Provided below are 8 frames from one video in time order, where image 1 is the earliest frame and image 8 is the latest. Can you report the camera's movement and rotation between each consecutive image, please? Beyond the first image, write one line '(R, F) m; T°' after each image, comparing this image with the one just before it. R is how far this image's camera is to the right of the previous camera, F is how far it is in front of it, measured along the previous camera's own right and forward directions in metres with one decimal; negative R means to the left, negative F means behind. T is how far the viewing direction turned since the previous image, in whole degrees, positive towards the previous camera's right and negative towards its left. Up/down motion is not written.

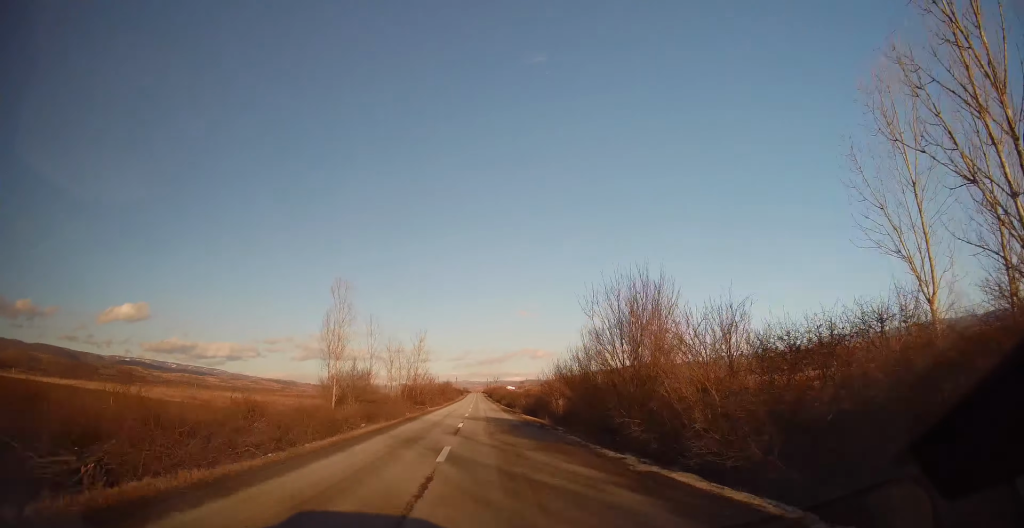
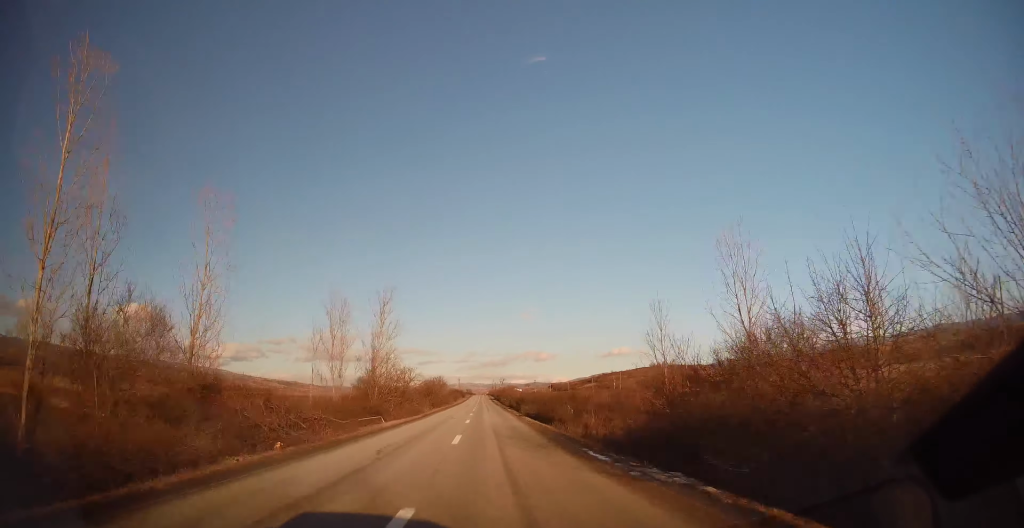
(0.0, +31.0) m; 0°
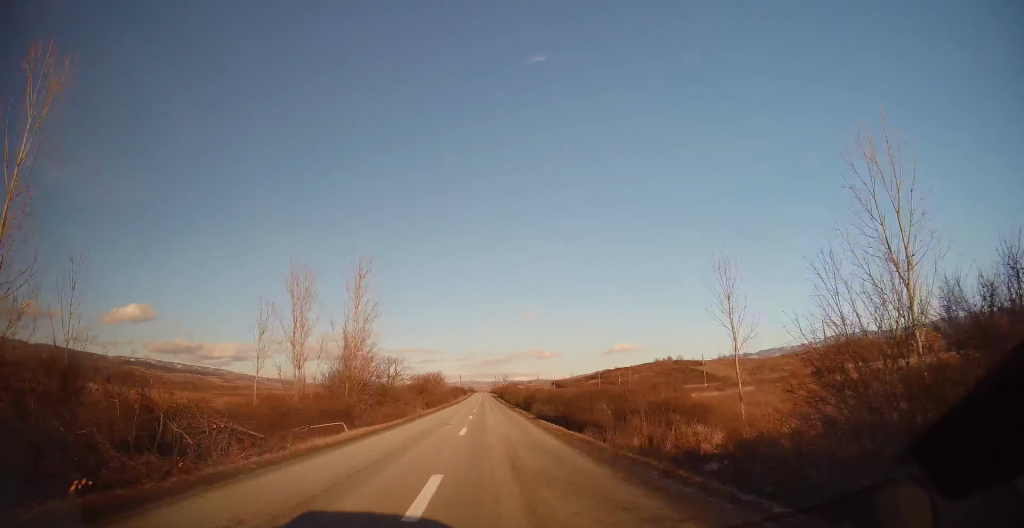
(0.0, +9.3) m; 0°
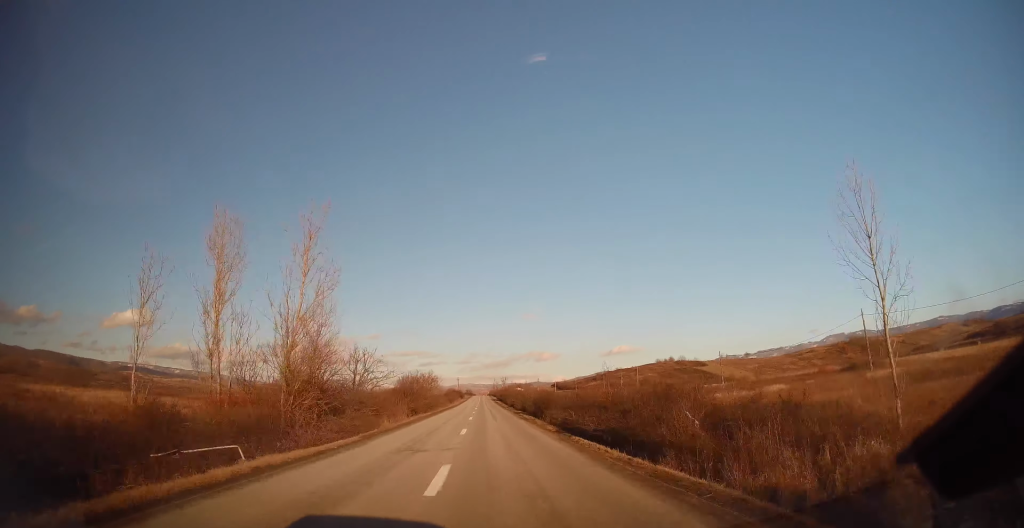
(-0.2, +10.1) m; 0°
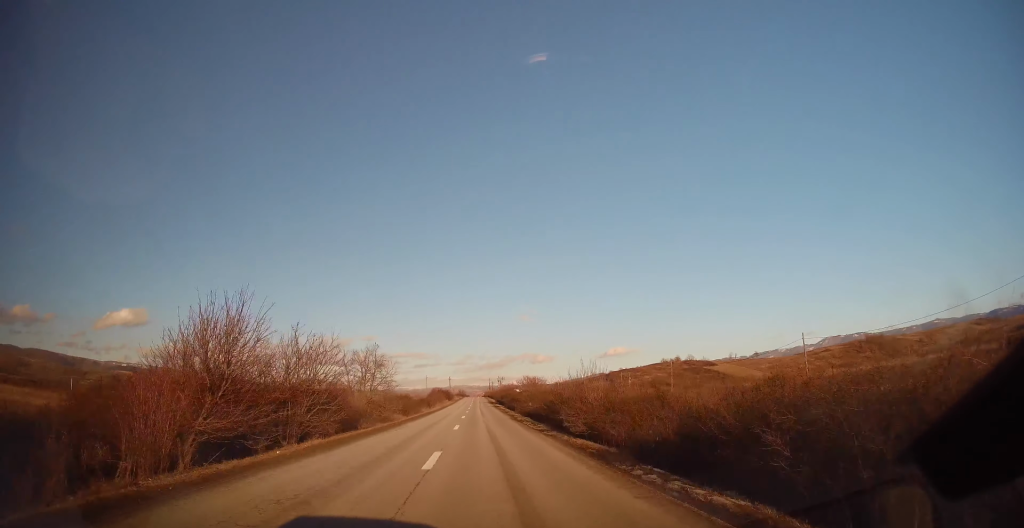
(+0.5, +33.0) m; +1°
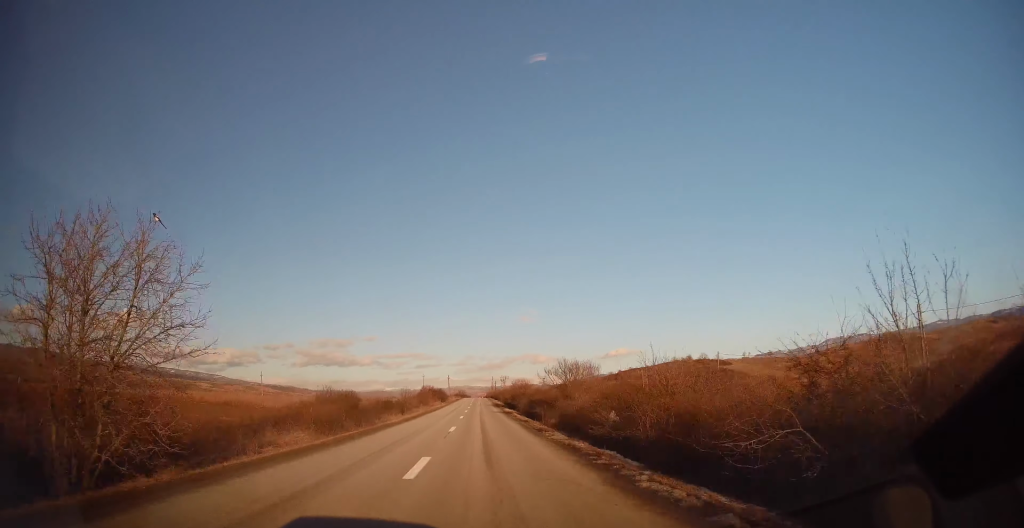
(-0.5, +24.8) m; -1°
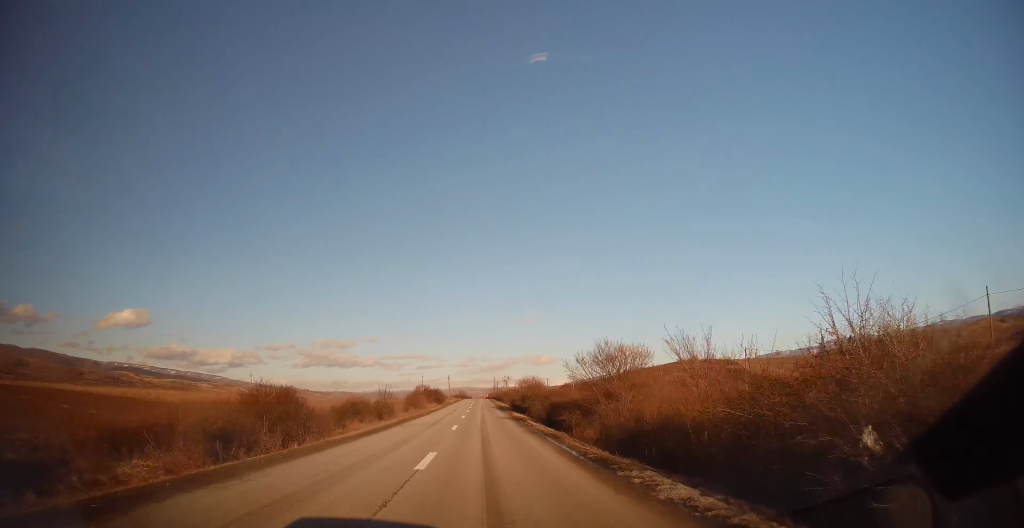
(+0.1, +10.6) m; 0°
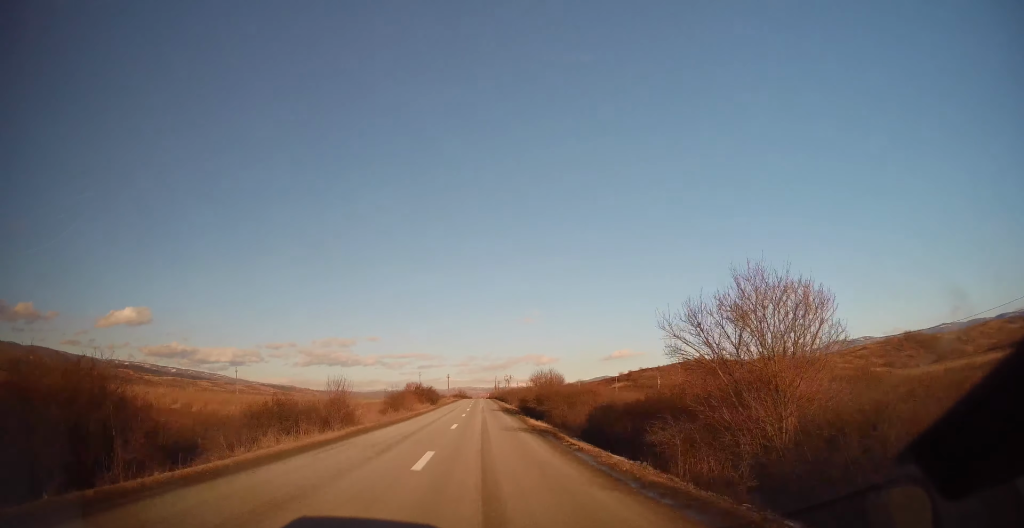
(+0.1, +12.3) m; 0°
